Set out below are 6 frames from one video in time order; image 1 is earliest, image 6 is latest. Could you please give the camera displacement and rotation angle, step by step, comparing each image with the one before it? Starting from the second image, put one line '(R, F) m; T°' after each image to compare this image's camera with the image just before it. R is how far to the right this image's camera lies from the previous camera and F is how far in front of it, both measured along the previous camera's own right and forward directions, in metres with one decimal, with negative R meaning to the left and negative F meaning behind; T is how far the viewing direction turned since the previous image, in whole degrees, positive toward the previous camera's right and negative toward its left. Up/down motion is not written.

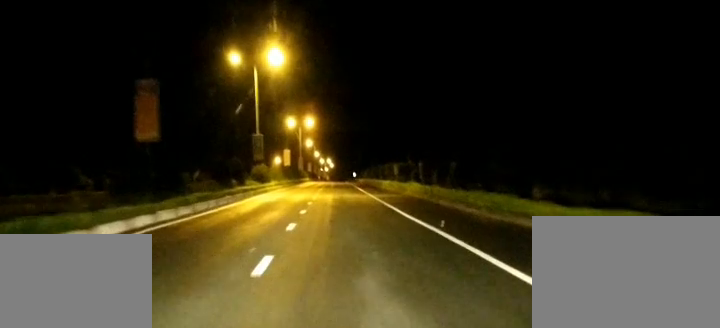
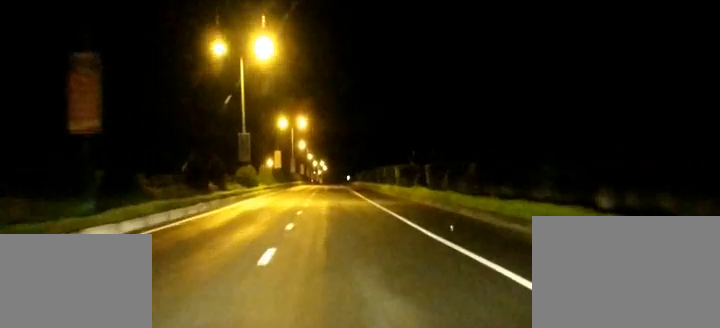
(+0.1, +6.6) m; 0°
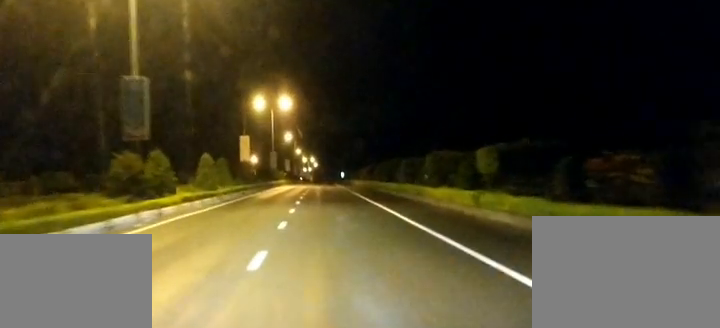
(-1.0, +34.5) m; -1°
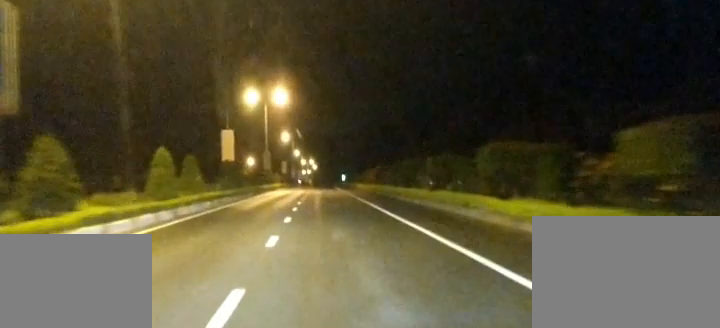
(+0.2, +12.6) m; +1°
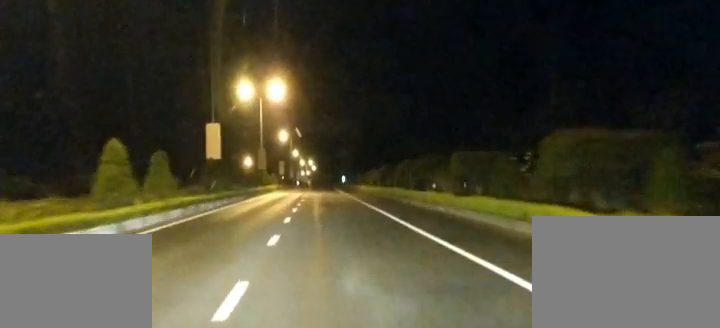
(+0.2, +7.1) m; +1°
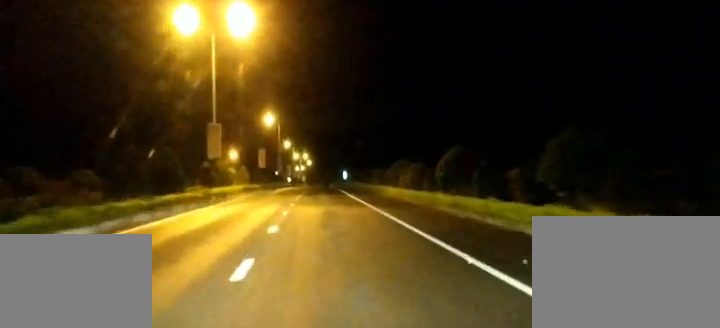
(-1.1, +37.8) m; -3°
